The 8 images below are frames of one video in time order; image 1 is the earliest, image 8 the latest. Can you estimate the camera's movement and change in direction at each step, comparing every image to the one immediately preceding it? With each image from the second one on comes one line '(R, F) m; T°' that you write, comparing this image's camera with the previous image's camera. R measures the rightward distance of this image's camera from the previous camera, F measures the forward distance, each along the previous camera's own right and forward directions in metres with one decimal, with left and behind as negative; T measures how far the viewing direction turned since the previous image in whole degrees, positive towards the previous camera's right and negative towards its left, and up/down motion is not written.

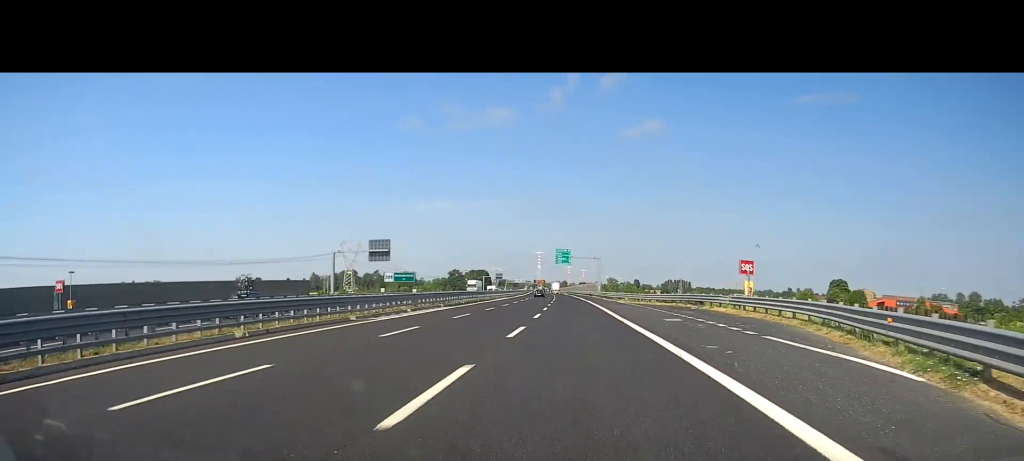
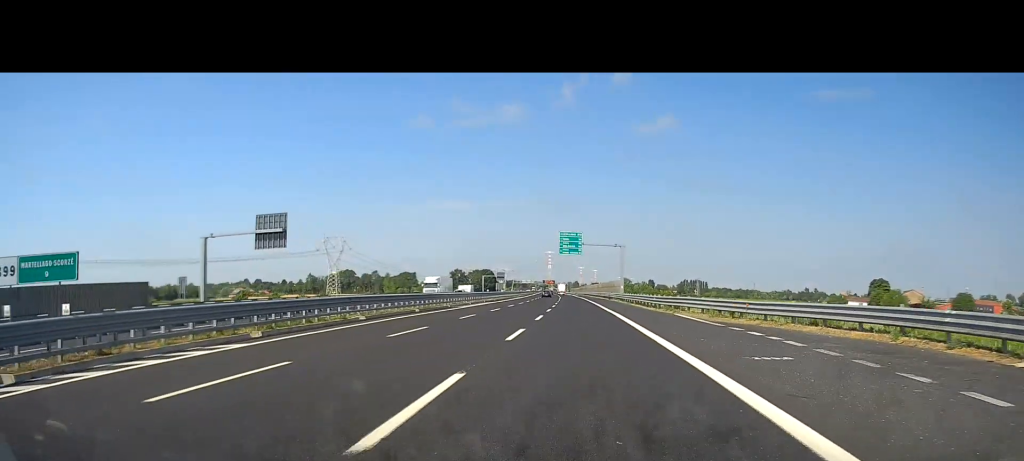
(-0.1, +34.9) m; -1°
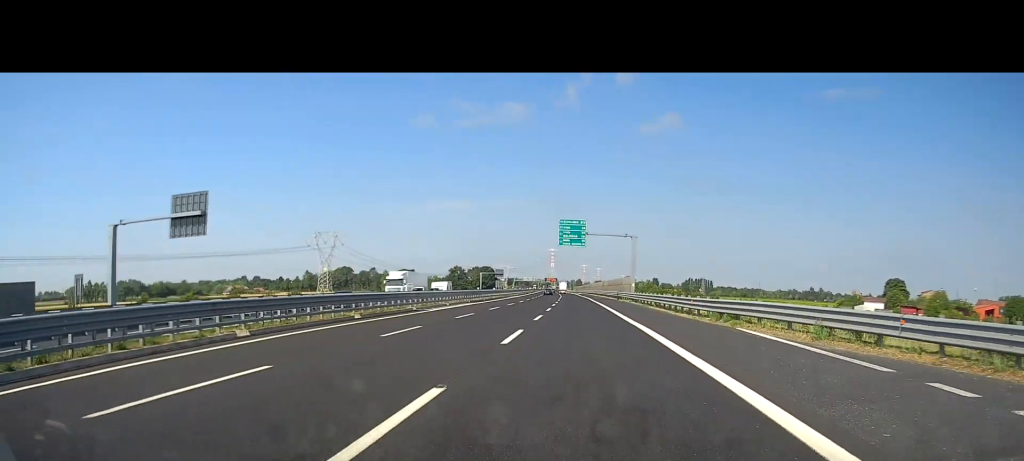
(-0.1, +13.1) m; 0°
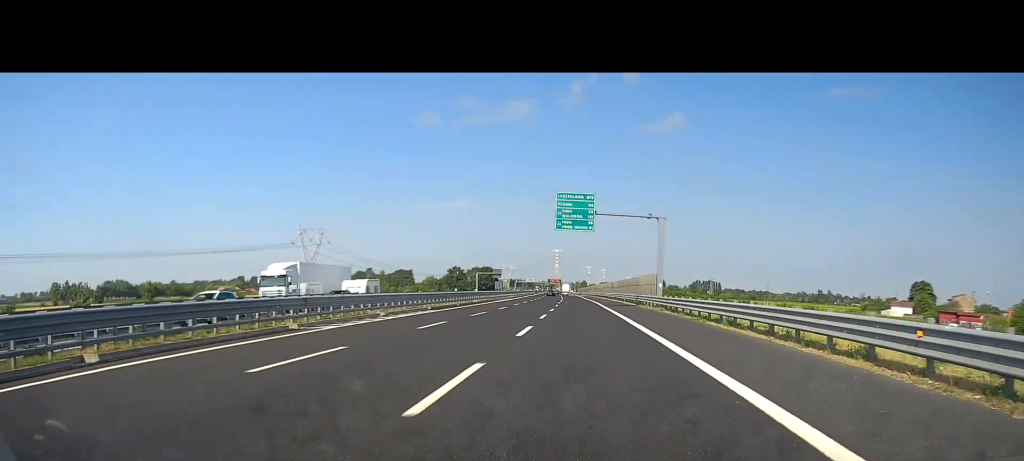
(-0.2, +20.2) m; 0°
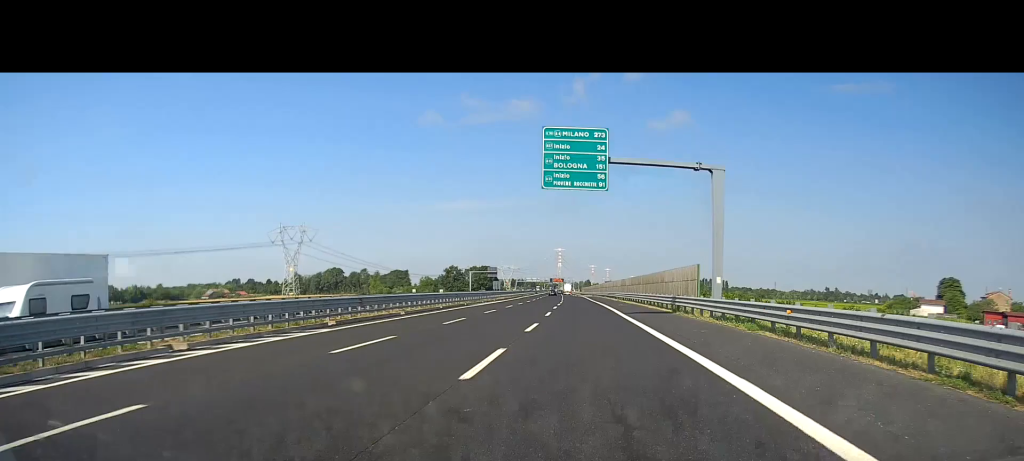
(0.0, +20.2) m; 0°
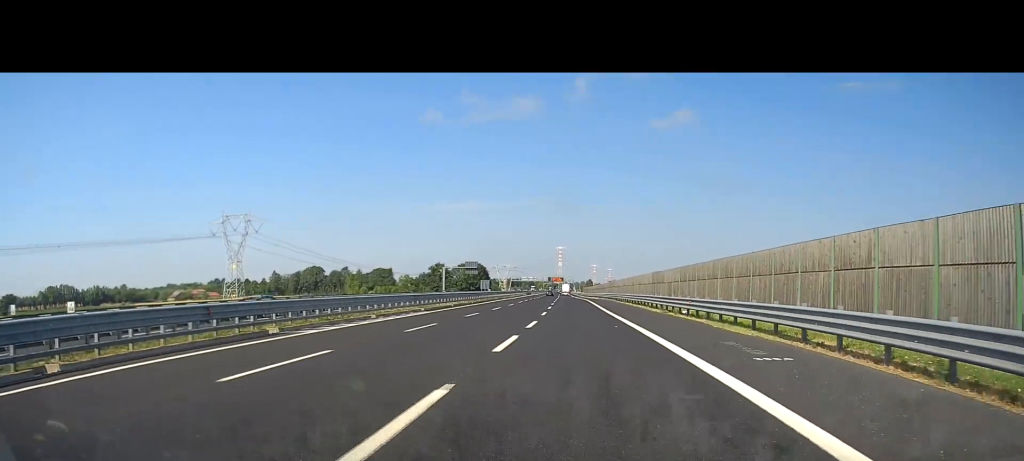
(0.0, +41.6) m; 0°
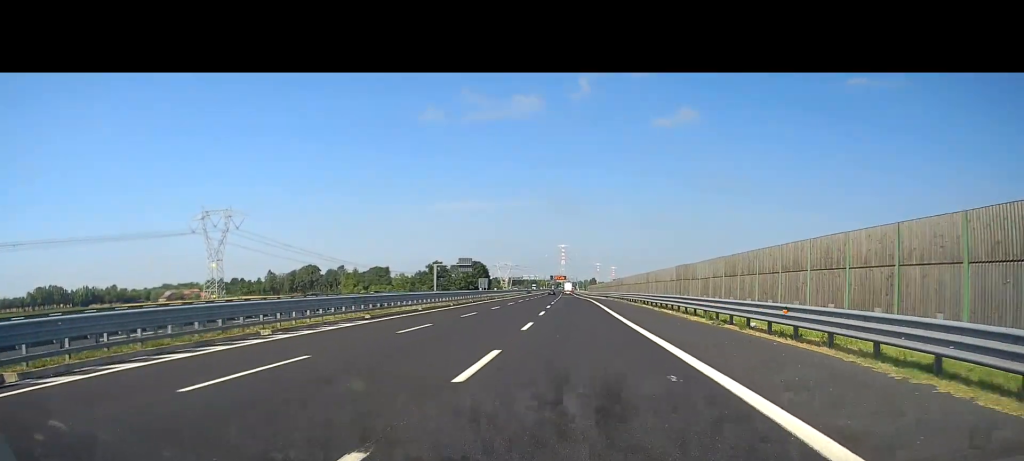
(0.0, +13.3) m; 0°
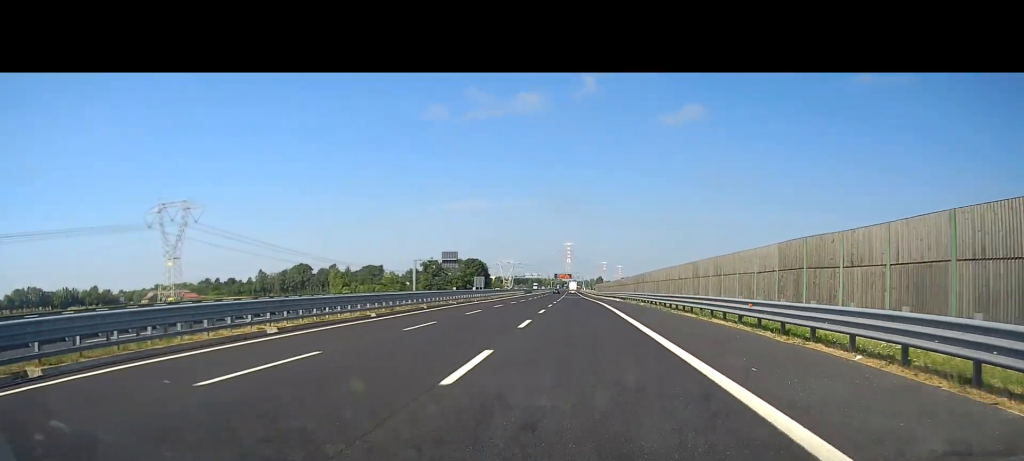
(0.0, +23.9) m; 0°
